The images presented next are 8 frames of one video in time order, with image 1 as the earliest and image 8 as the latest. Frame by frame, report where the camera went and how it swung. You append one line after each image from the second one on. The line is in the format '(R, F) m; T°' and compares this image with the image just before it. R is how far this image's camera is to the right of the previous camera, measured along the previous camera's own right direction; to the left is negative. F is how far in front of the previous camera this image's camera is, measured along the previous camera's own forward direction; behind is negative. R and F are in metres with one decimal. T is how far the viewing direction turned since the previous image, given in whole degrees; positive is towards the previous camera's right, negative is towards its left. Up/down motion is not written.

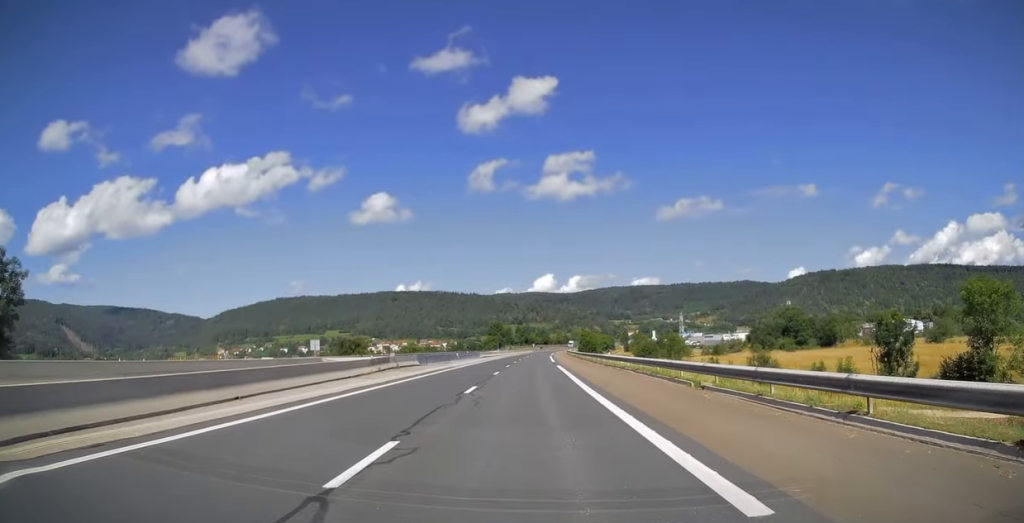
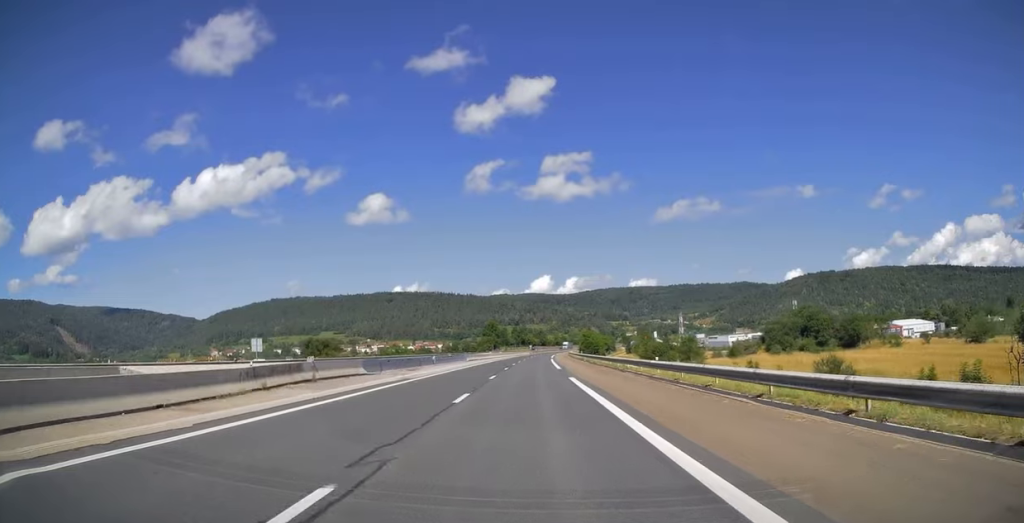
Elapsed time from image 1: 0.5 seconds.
(0.0, +15.9) m; 0°
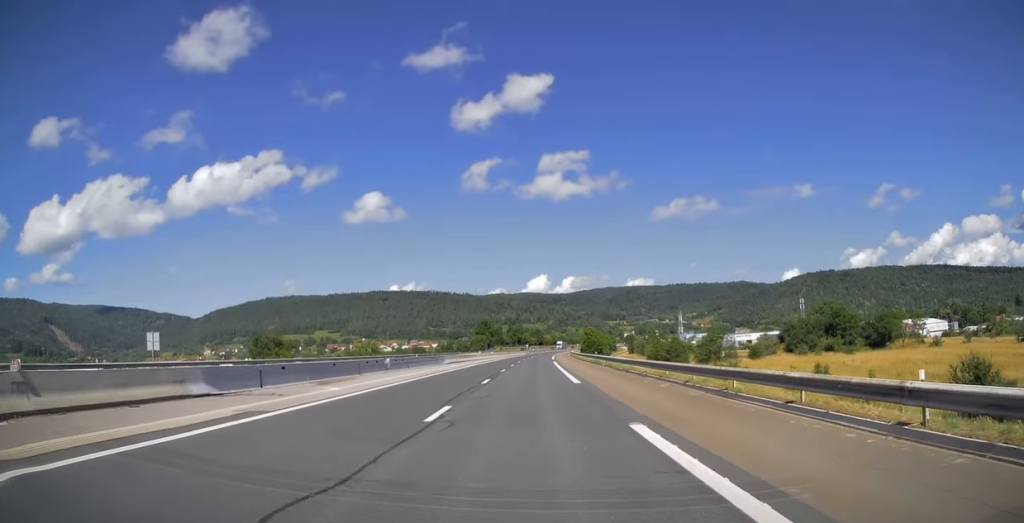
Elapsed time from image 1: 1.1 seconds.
(0.0, +17.5) m; 0°
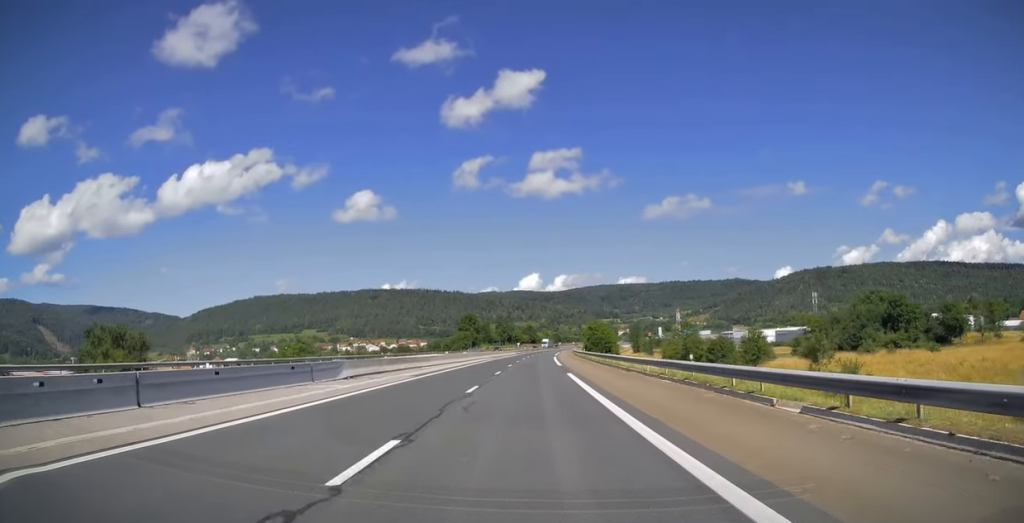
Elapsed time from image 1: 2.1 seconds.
(+0.1, +31.9) m; +1°
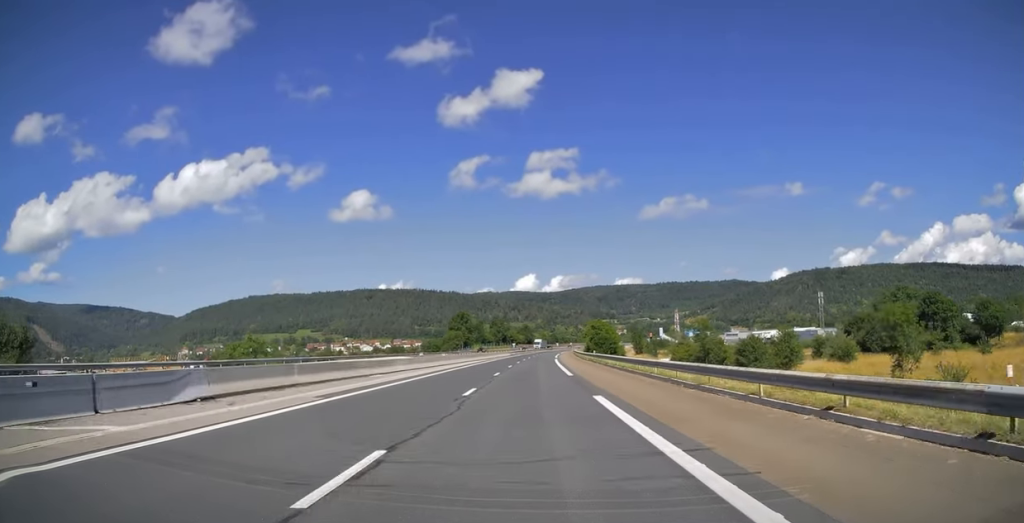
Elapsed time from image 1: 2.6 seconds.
(+0.1, +13.9) m; 0°
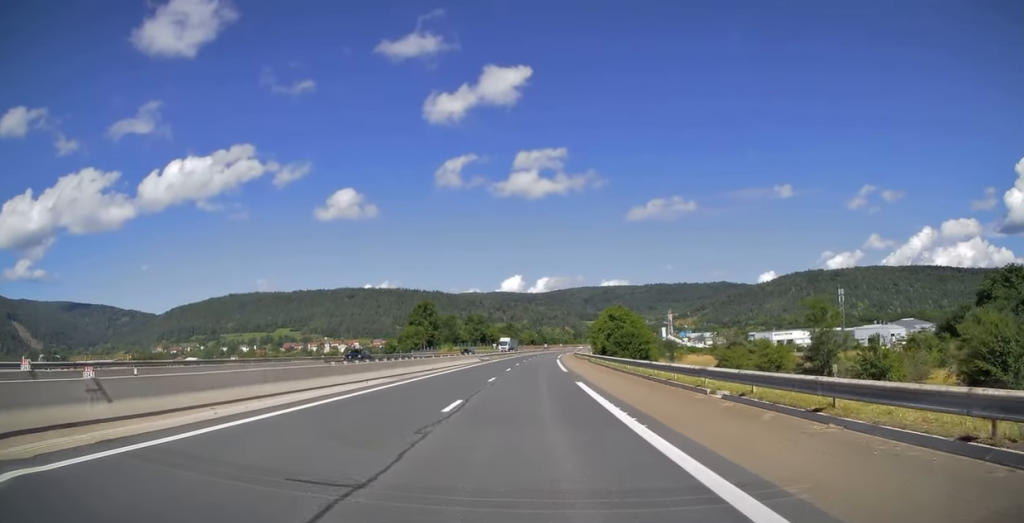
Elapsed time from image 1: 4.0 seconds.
(+0.3, +43.8) m; +1°
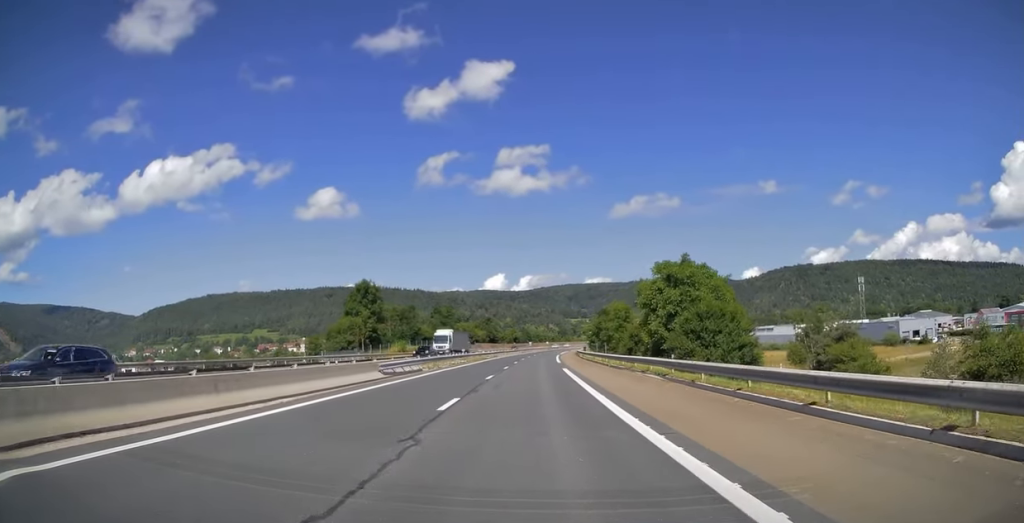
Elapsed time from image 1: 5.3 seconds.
(+0.5, +39.7) m; +1°
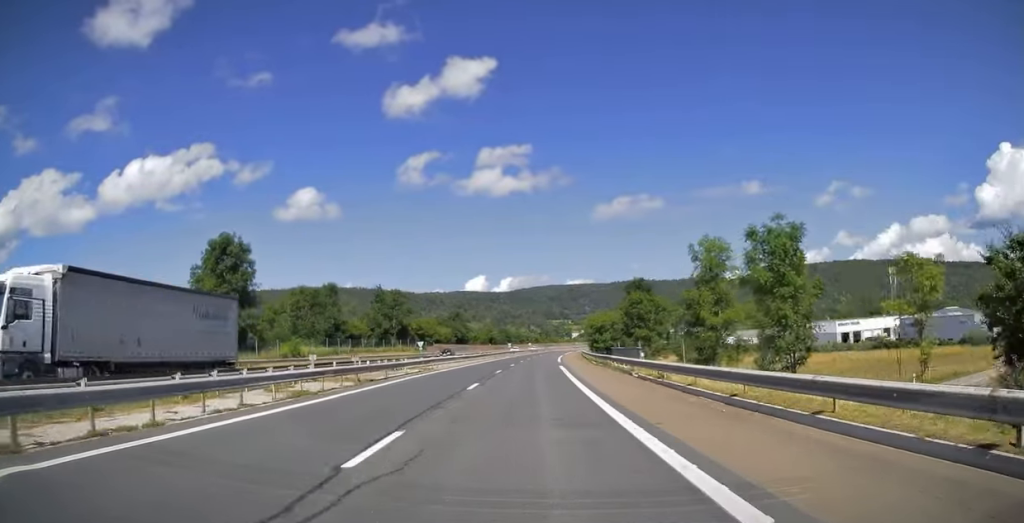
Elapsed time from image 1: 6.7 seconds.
(+0.6, +45.3) m; +2°
